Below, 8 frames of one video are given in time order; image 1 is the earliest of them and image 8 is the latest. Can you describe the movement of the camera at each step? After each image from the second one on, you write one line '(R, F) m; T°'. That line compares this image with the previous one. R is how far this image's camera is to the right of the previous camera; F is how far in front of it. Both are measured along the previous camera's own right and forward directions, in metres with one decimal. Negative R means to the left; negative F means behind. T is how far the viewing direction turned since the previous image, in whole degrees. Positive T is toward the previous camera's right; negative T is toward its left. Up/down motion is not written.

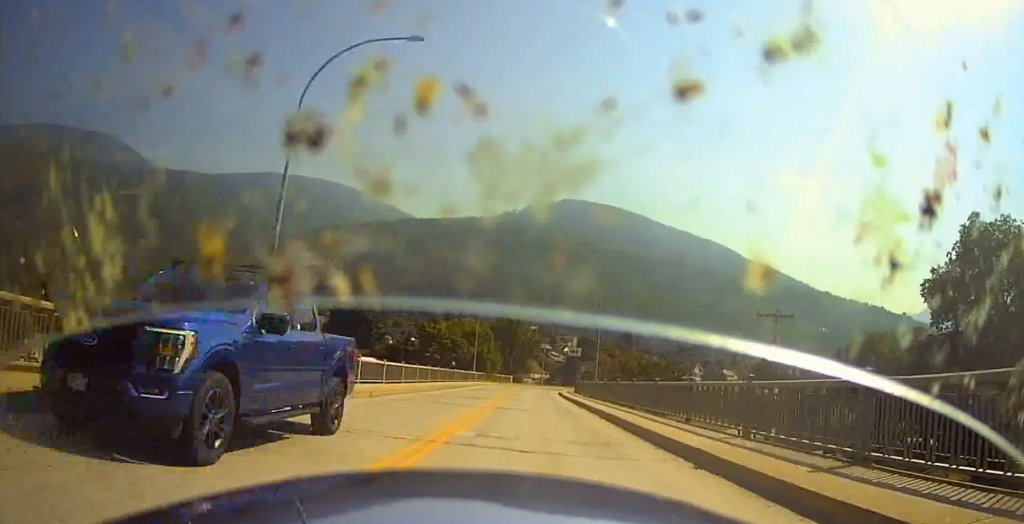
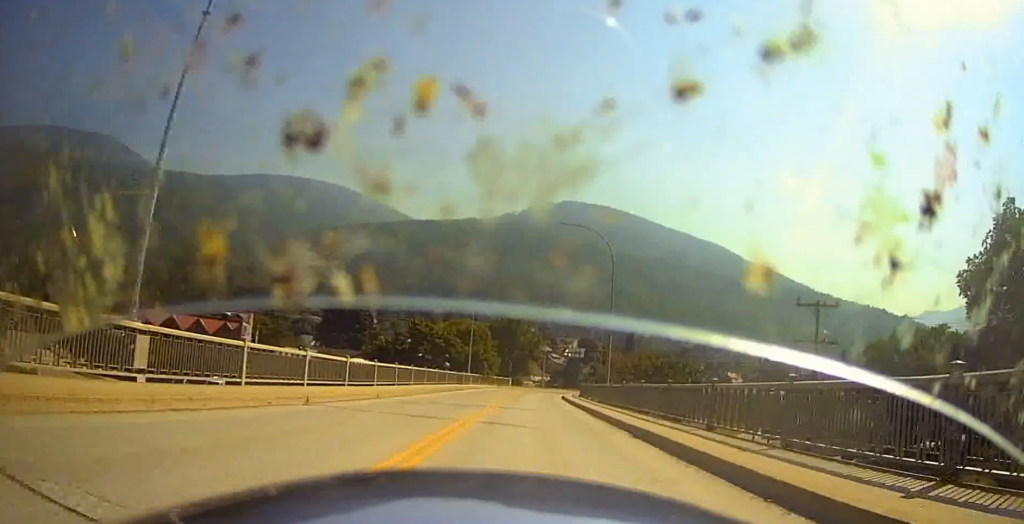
(-0.1, +6.3) m; +1°
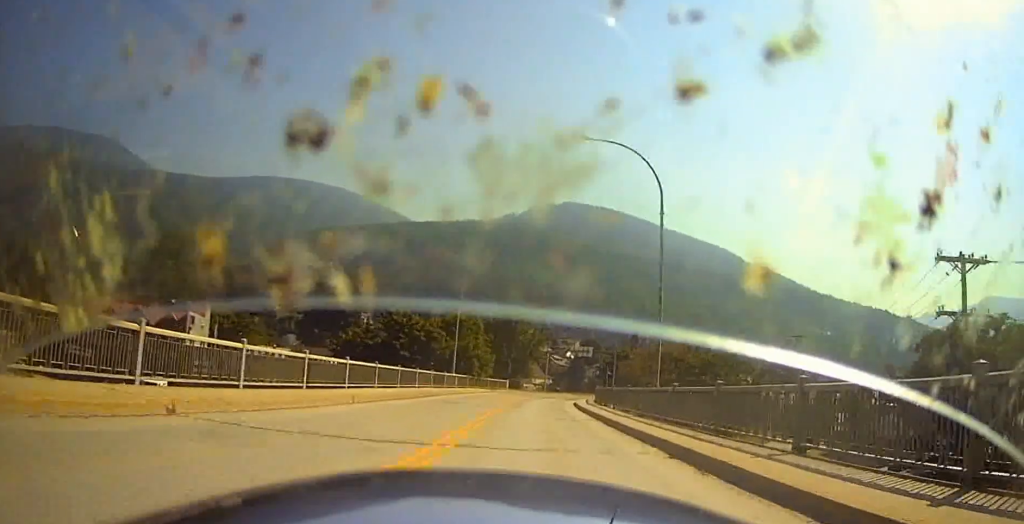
(+0.3, +13.7) m; +4°
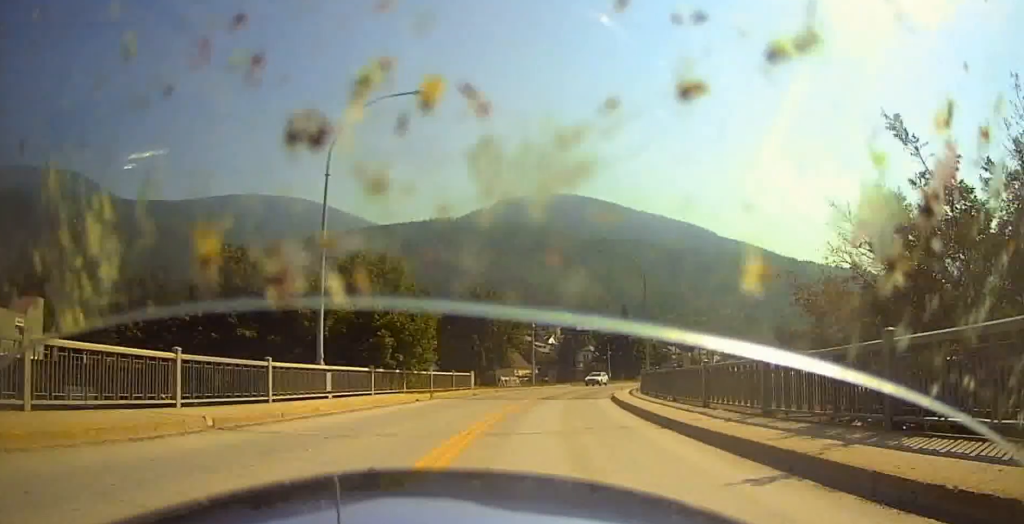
(+1.6, +29.2) m; +5°
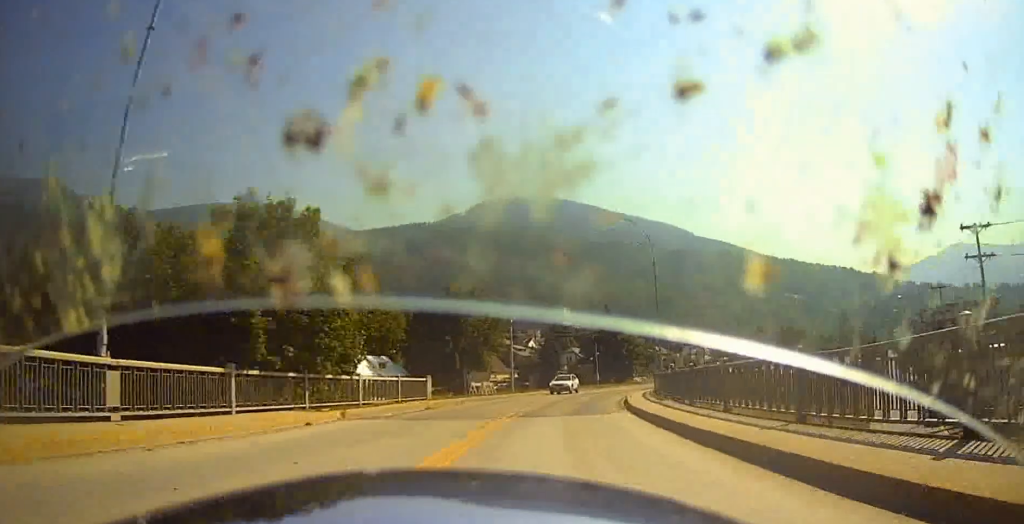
(0.0, +10.4) m; +2°
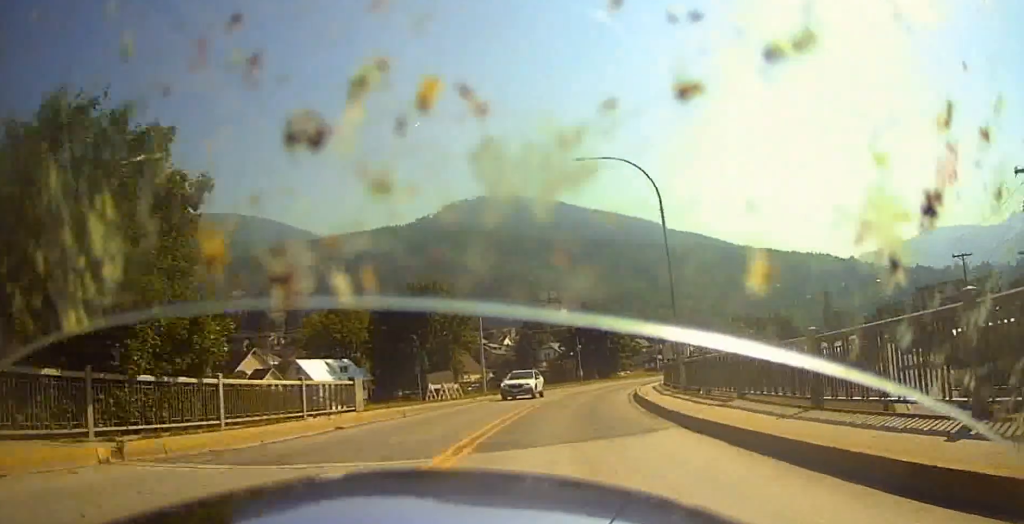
(+0.2, +8.7) m; +3°
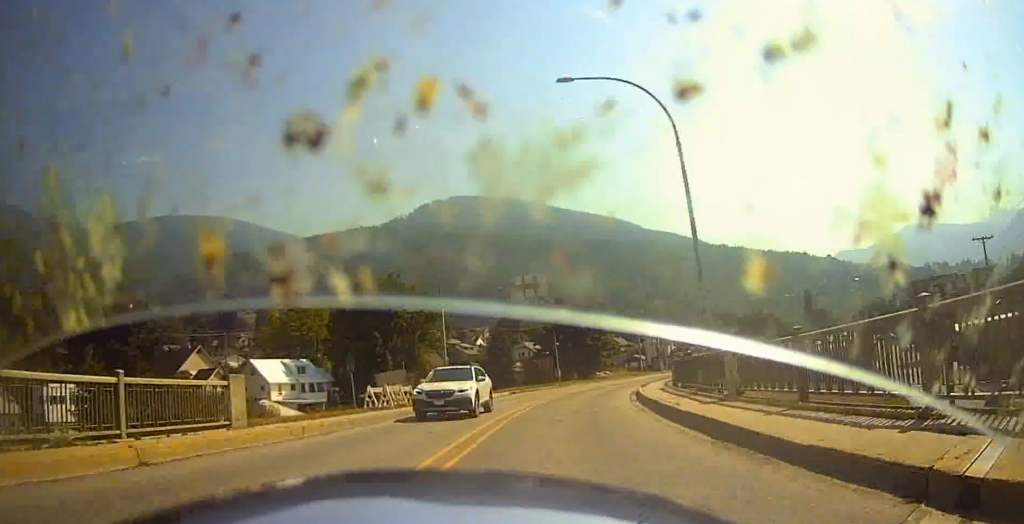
(+0.2, +7.2) m; +4°
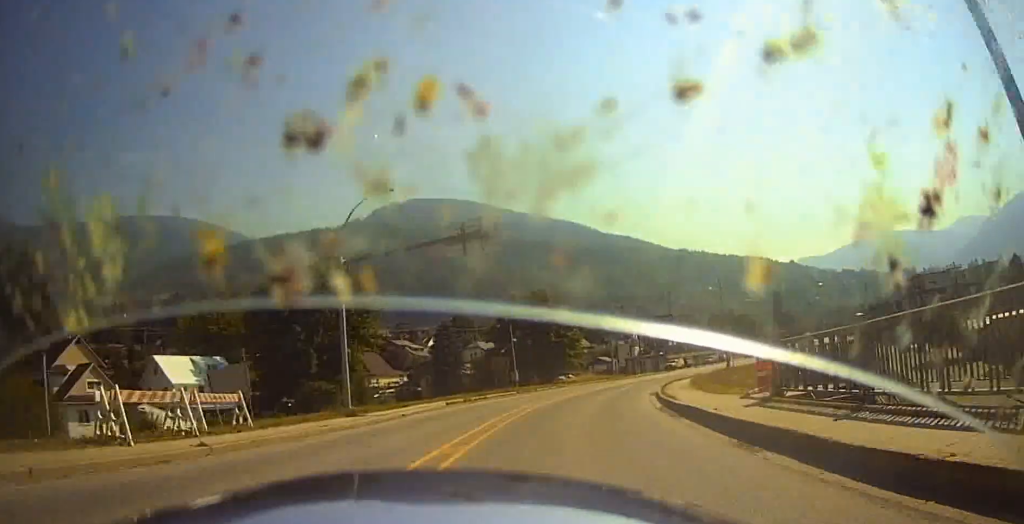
(+0.8, +13.7) m; +8°
